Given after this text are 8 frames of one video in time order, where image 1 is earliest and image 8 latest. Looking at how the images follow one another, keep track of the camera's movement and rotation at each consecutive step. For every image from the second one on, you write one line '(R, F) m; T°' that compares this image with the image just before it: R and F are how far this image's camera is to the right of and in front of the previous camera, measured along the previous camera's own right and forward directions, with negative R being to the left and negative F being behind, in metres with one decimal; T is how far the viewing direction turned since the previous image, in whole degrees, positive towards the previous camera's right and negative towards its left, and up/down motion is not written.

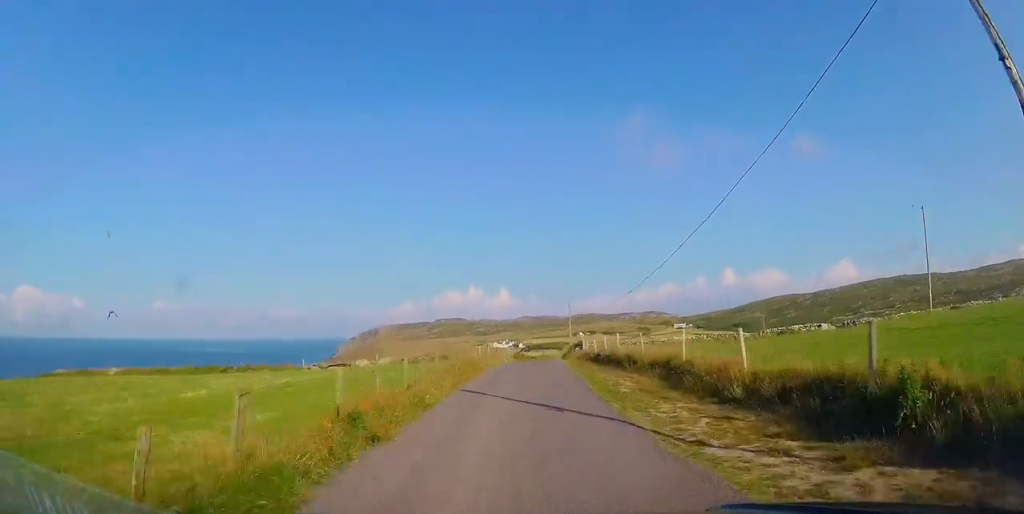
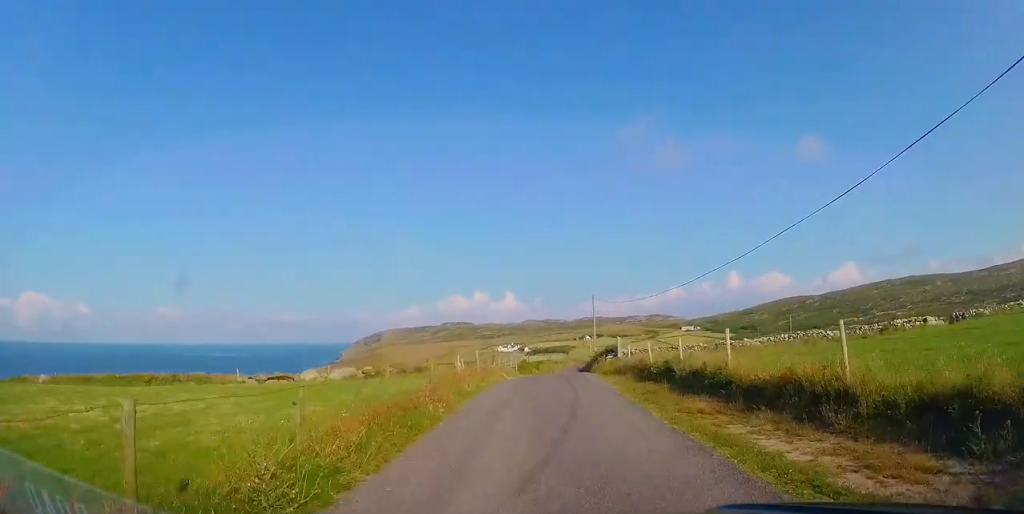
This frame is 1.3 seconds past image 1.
(+0.2, +15.3) m; +2°
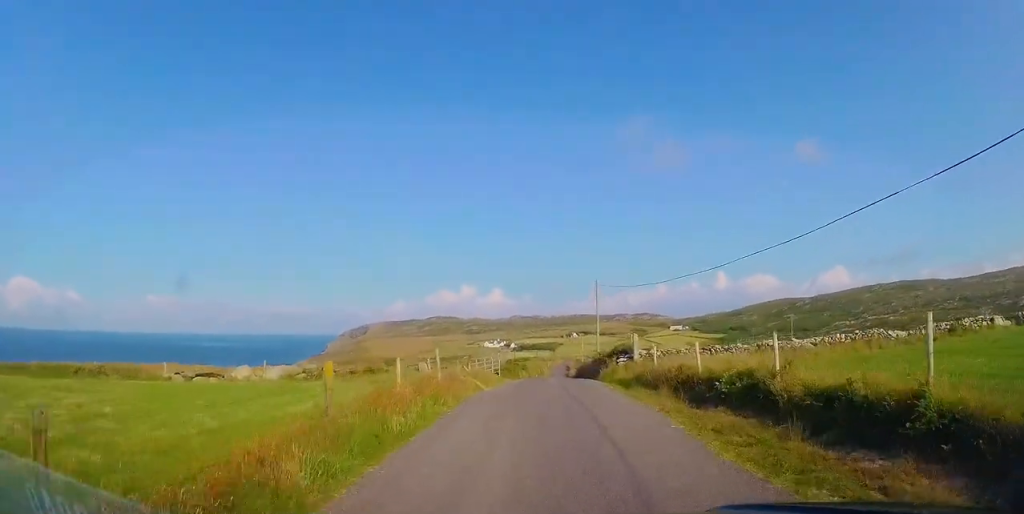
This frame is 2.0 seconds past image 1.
(+0.2, +8.4) m; 0°
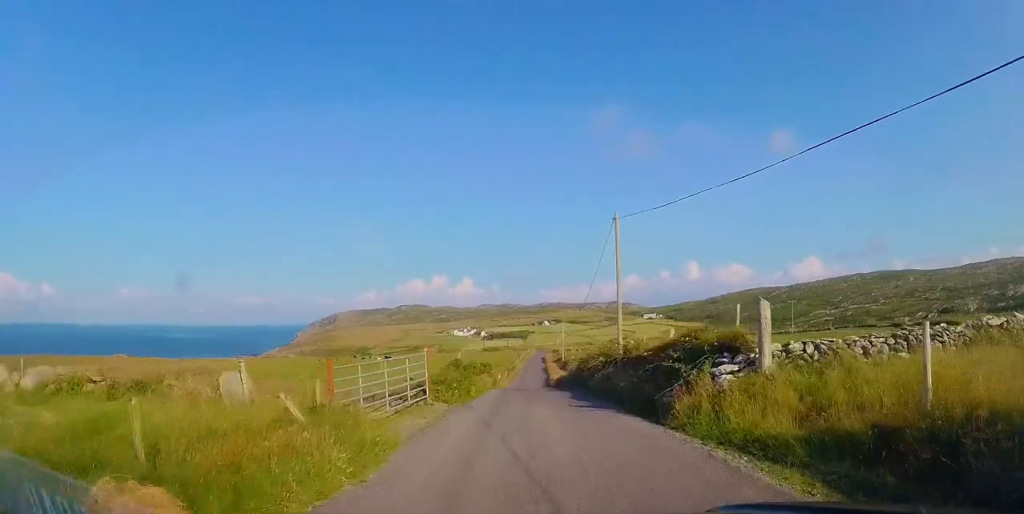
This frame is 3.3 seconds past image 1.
(0.0, +16.5) m; +2°
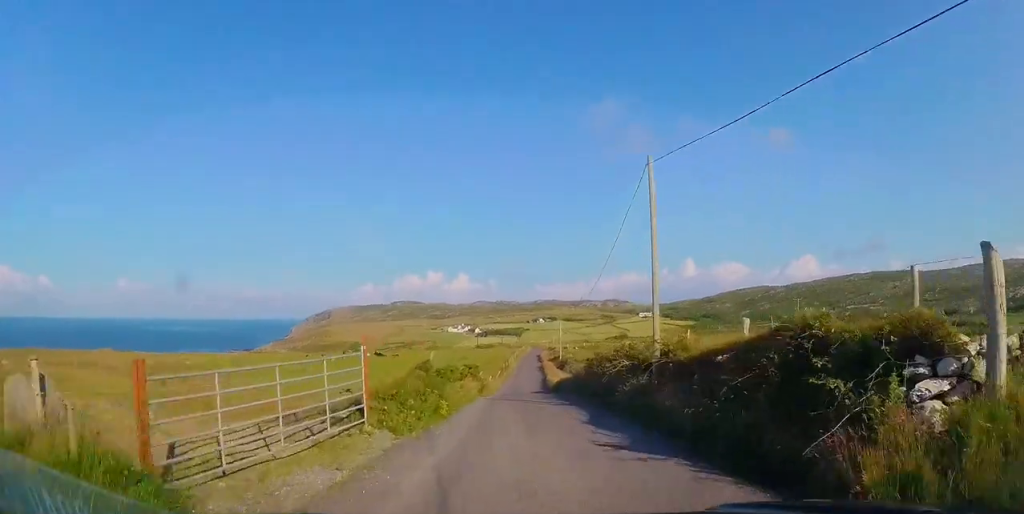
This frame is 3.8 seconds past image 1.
(+0.2, +5.8) m; 0°
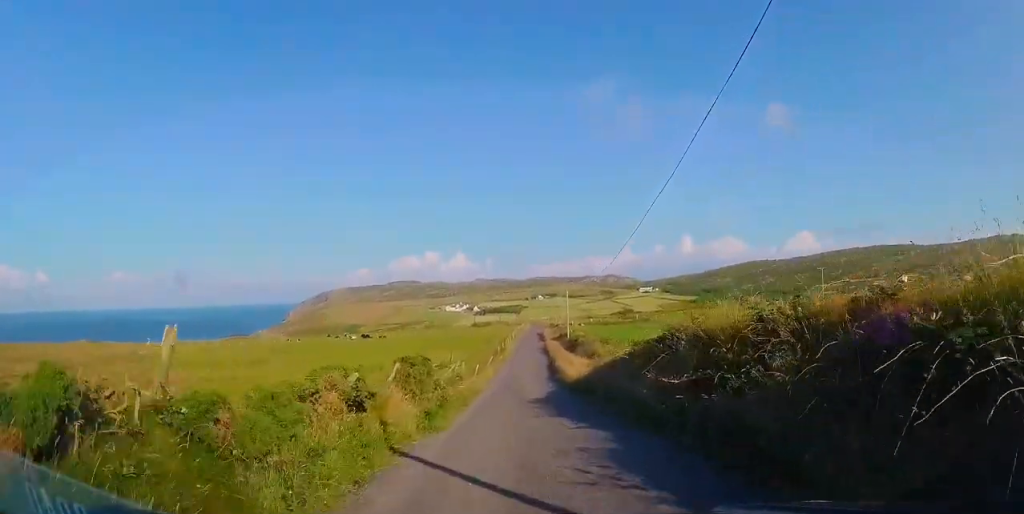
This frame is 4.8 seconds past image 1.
(+0.1, +12.7) m; 0°
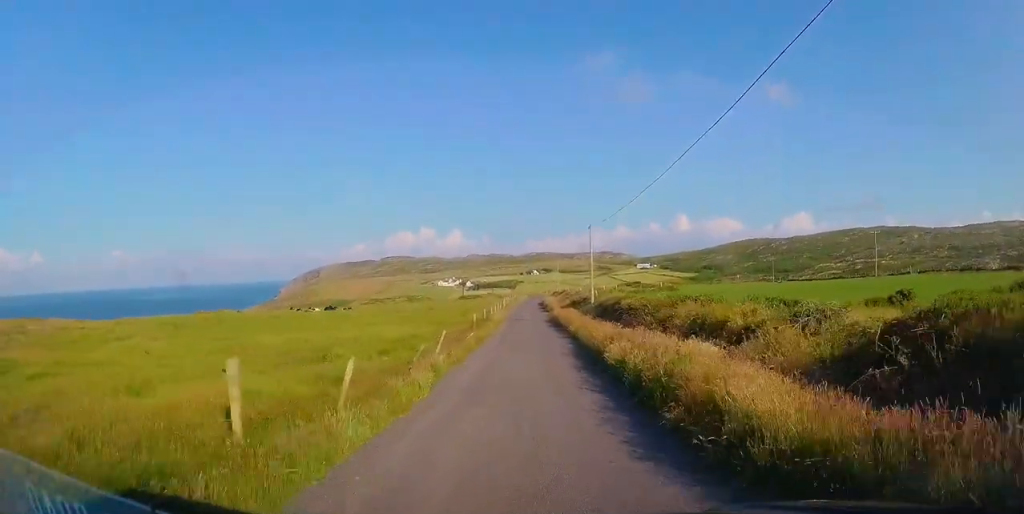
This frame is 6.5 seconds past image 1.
(+0.1, +22.2) m; 0°
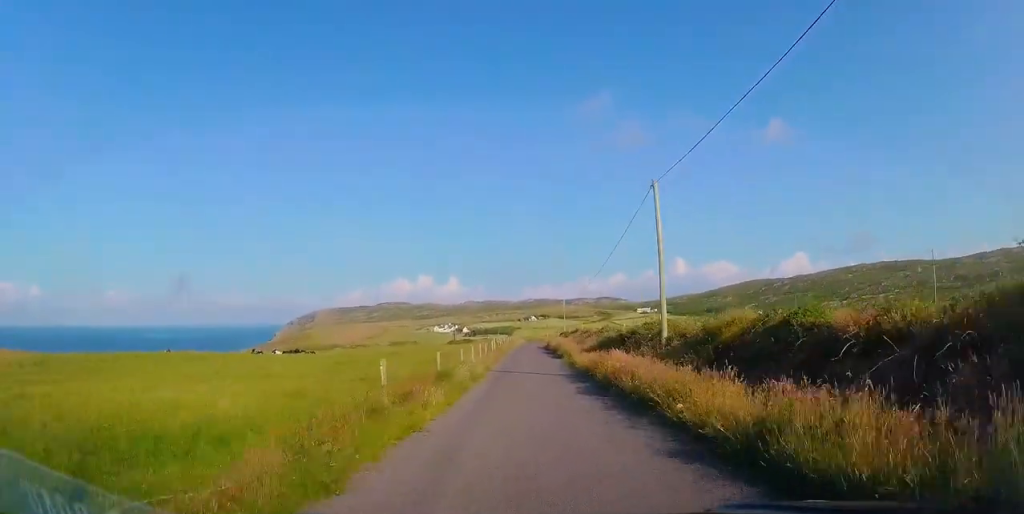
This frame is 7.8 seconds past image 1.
(-0.3, +17.5) m; +1°
